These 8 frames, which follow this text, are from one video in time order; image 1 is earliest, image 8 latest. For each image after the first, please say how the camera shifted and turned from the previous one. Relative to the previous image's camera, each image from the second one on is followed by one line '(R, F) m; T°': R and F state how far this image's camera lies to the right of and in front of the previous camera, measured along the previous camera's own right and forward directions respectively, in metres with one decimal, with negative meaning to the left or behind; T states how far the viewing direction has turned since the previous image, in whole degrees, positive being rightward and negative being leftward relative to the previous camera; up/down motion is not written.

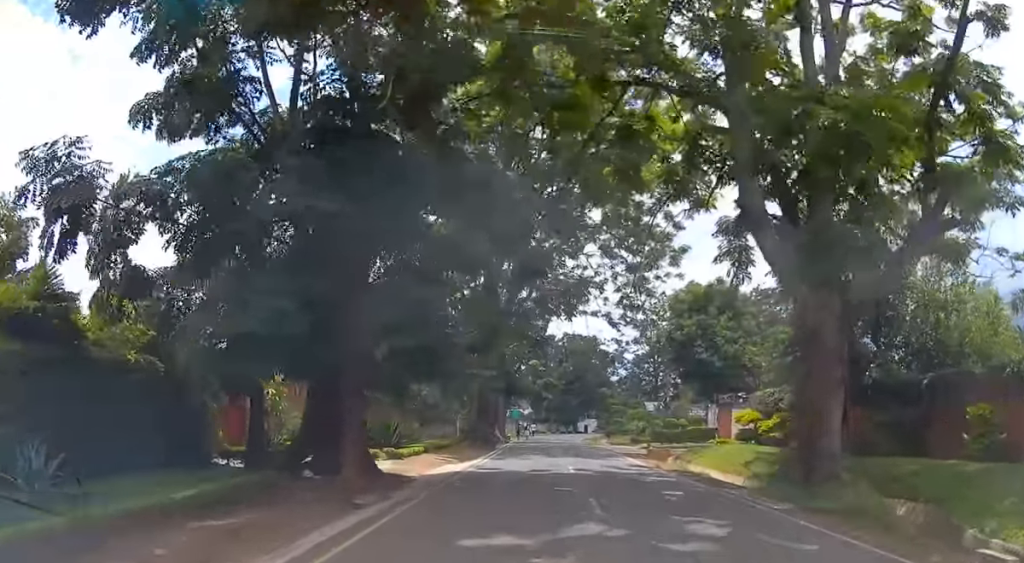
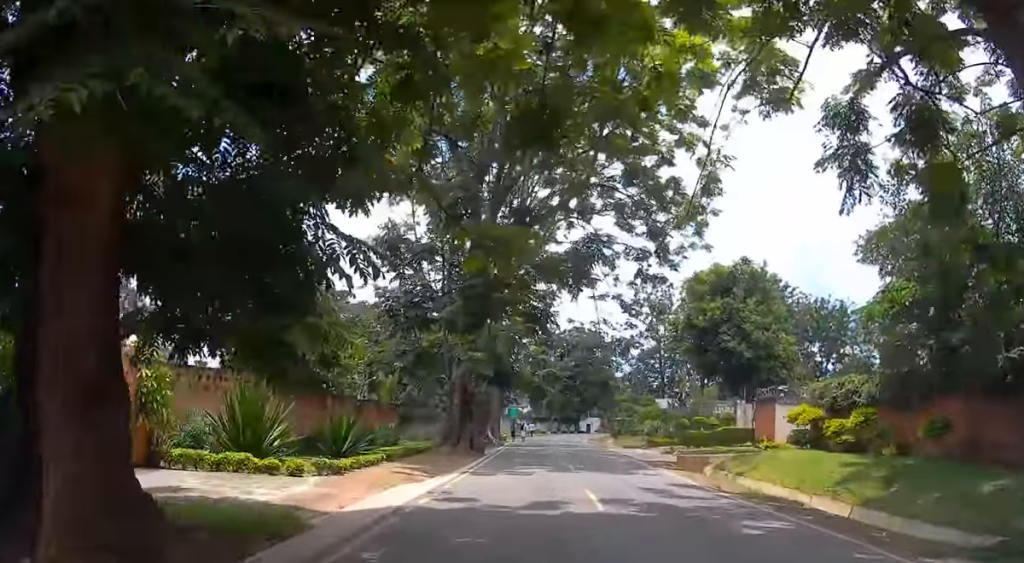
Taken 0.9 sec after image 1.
(-0.6, +8.6) m; -4°
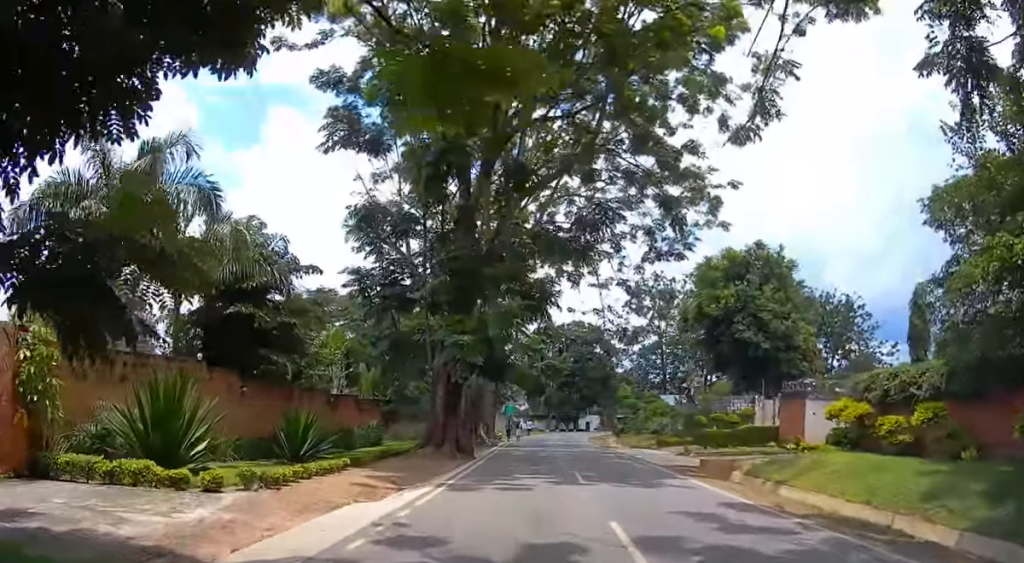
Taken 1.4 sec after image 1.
(0.0, +4.6) m; 0°
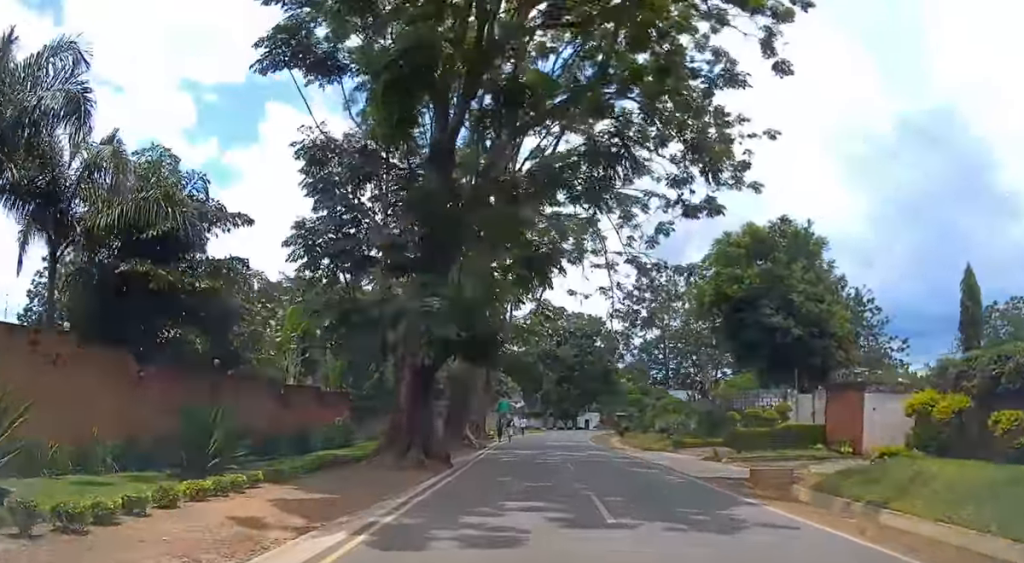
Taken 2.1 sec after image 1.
(0.0, +6.5) m; +1°
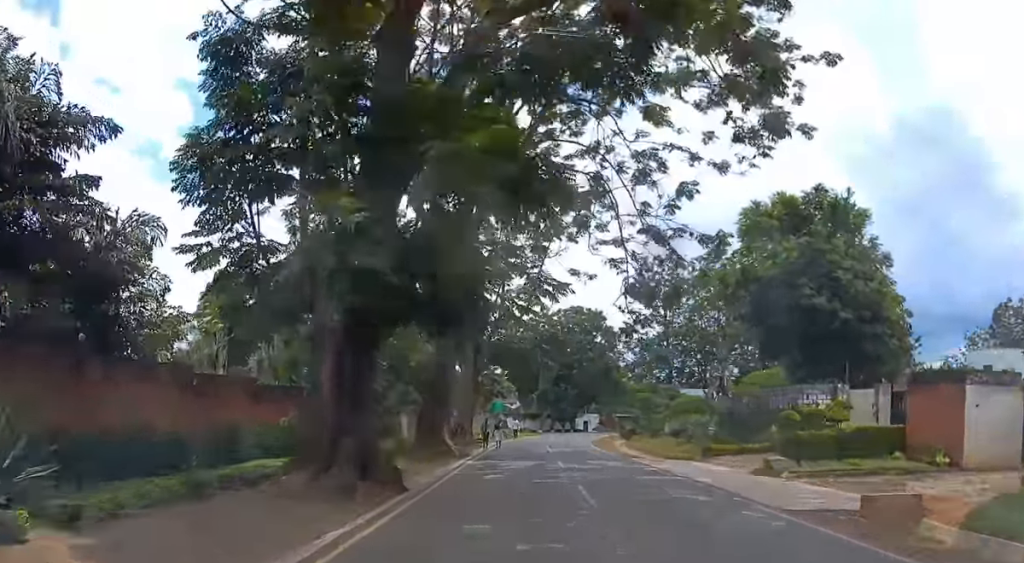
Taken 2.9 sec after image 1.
(+0.1, +7.0) m; +1°
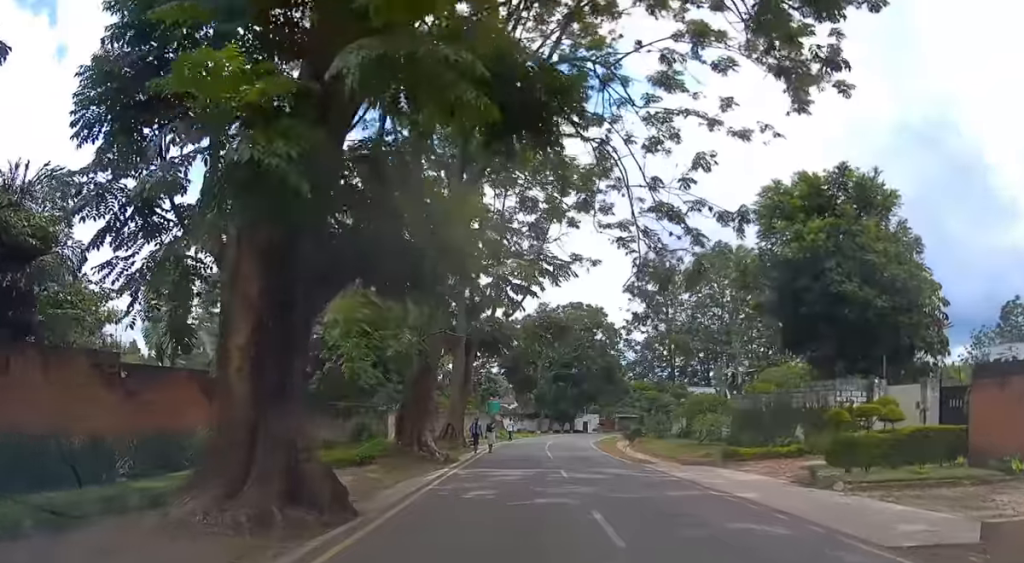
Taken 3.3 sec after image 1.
(0.0, +3.7) m; 0°
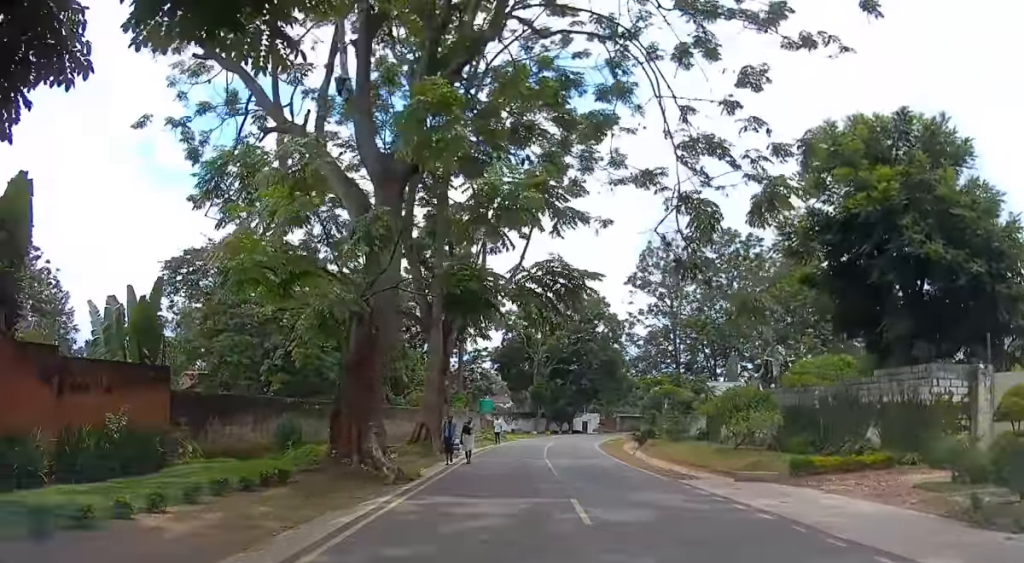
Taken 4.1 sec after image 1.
(+0.1, +7.4) m; 0°
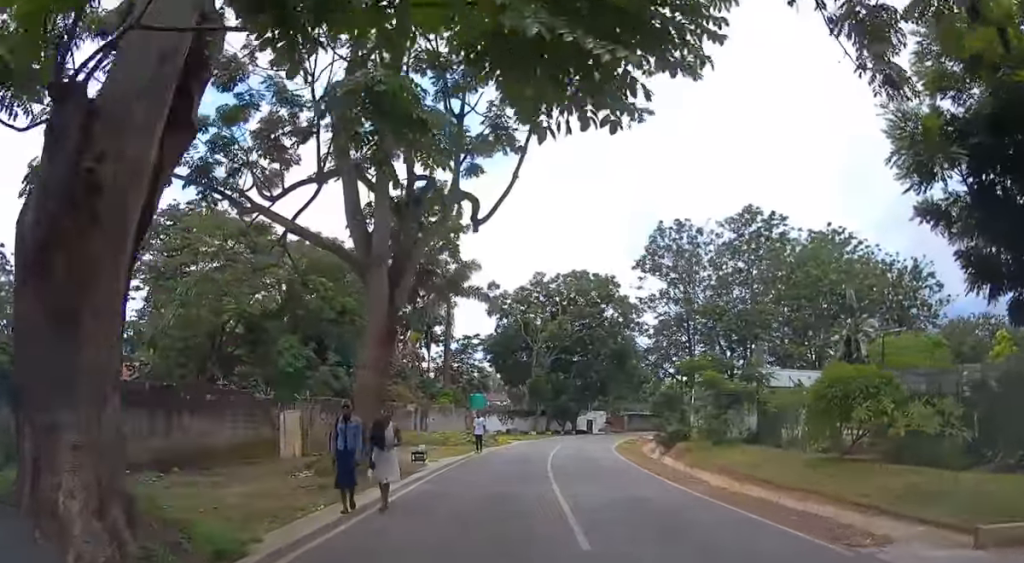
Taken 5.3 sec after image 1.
(-0.1, +10.9) m; 0°
